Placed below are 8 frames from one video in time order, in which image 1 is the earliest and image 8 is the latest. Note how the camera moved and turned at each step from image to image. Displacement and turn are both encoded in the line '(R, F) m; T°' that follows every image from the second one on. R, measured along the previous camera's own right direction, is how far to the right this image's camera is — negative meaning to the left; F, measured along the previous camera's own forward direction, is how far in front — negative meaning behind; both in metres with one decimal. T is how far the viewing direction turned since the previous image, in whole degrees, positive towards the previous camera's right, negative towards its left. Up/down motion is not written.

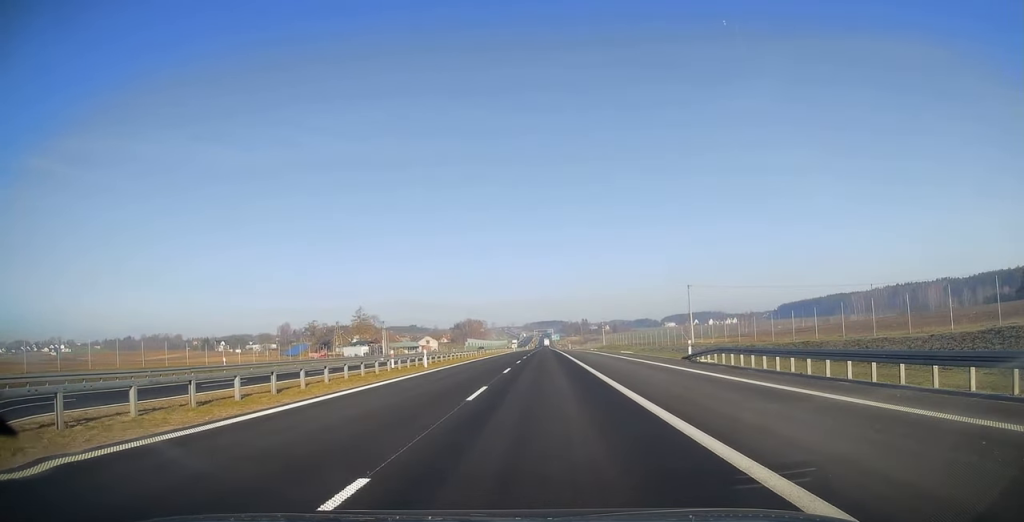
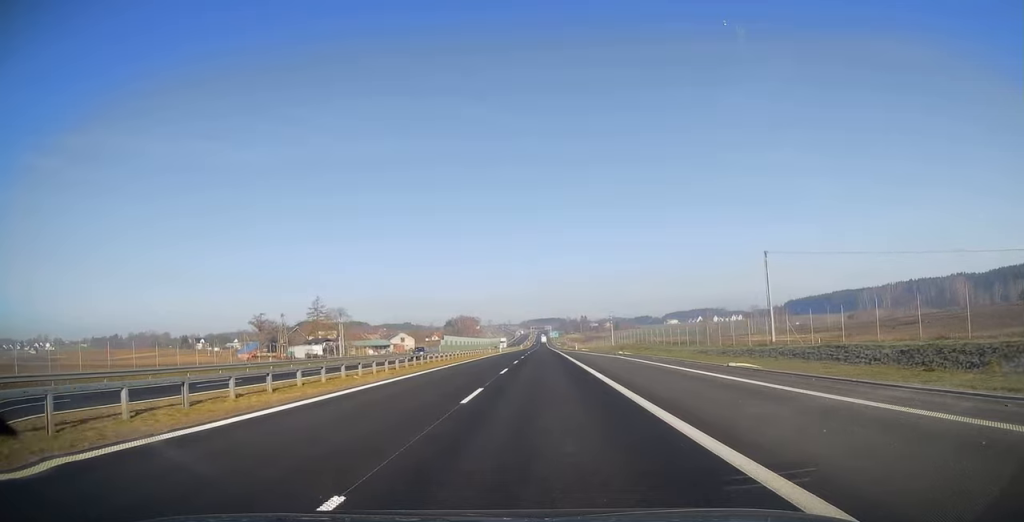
(+0.4, +36.1) m; 0°
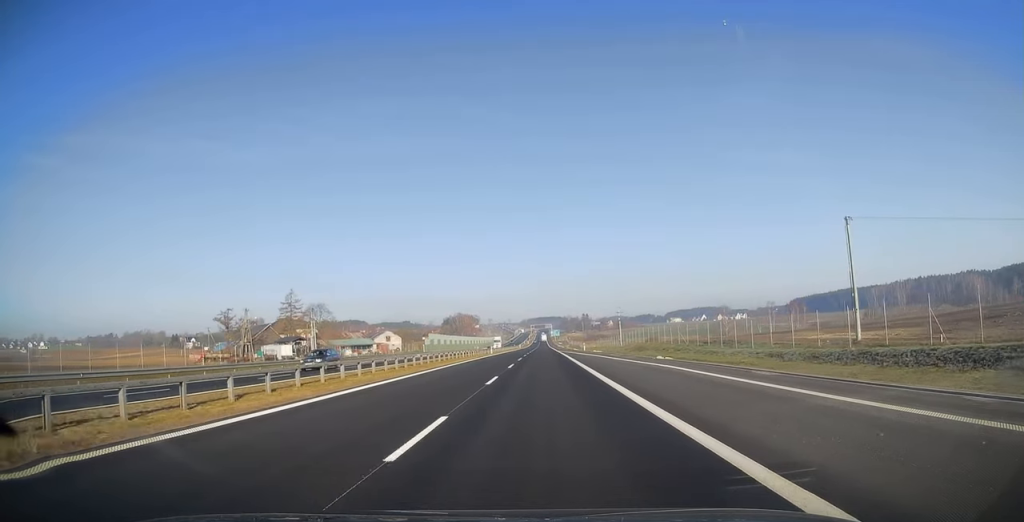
(-0.3, +18.1) m; 0°
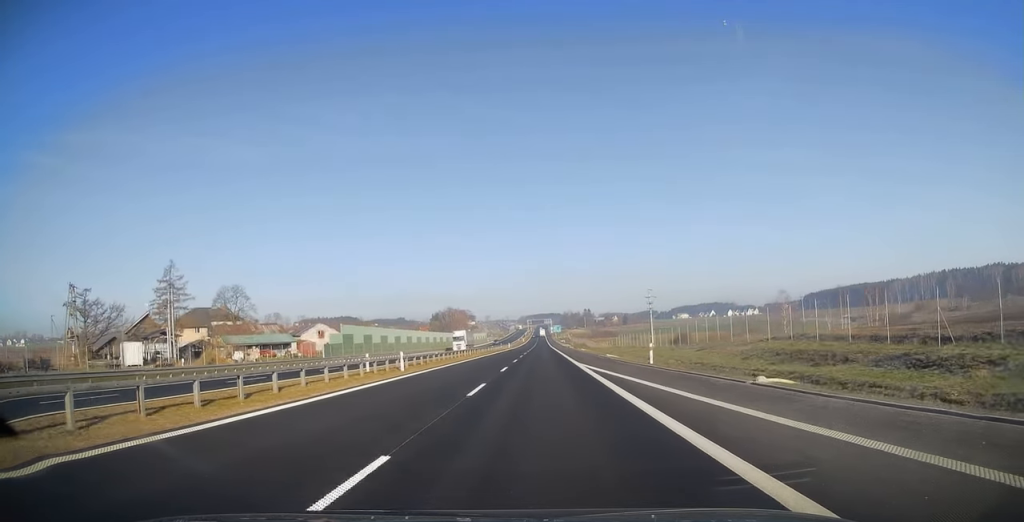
(0.0, +50.7) m; 0°
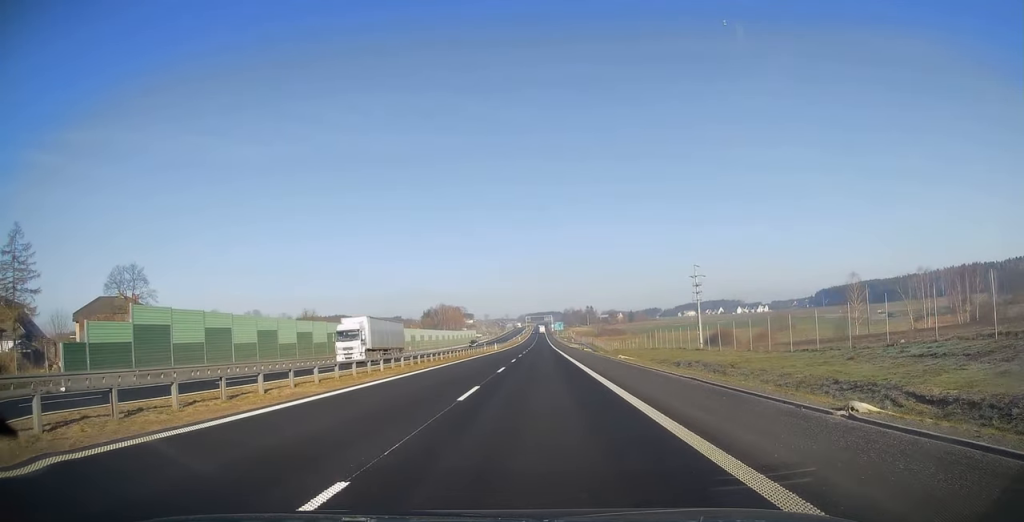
(0.0, +36.7) m; 0°
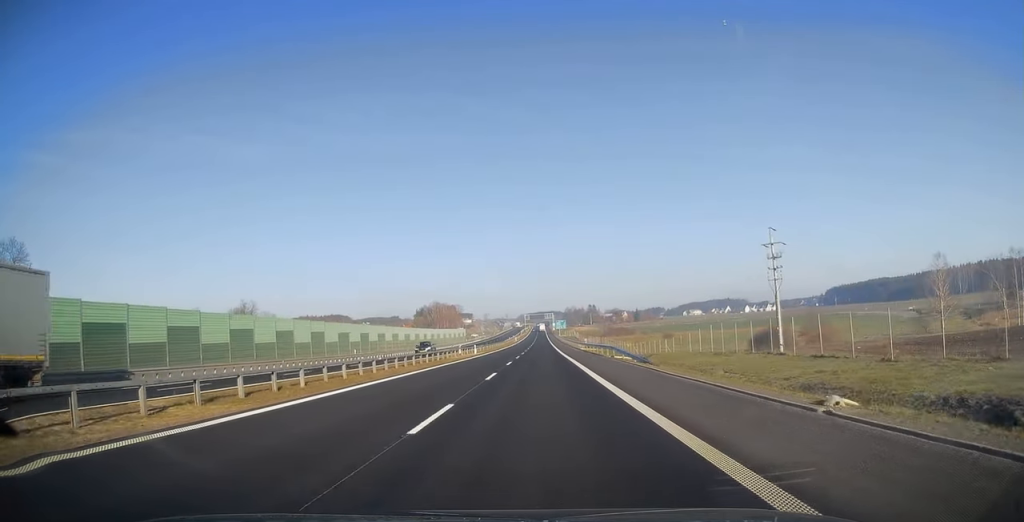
(+0.1, +28.5) m; 0°
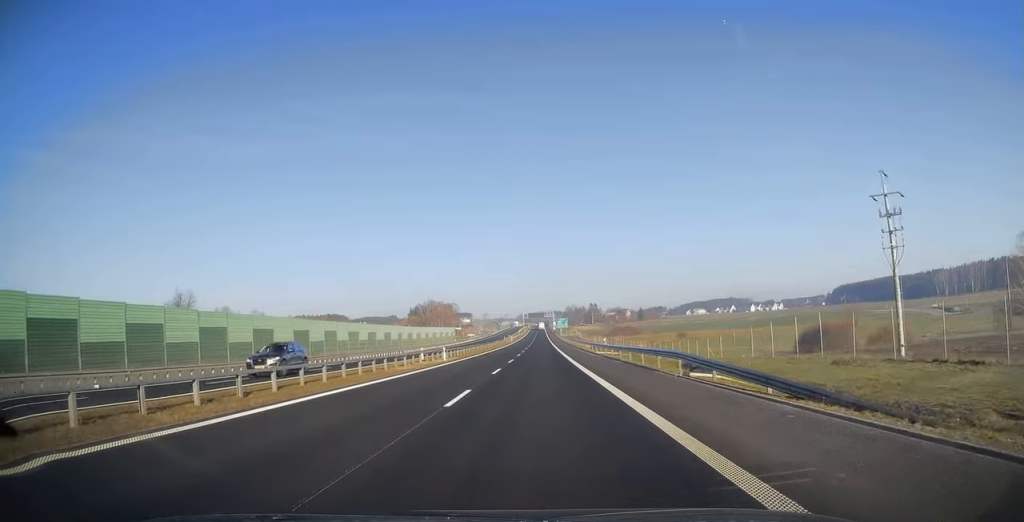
(+0.1, +20.2) m; 0°
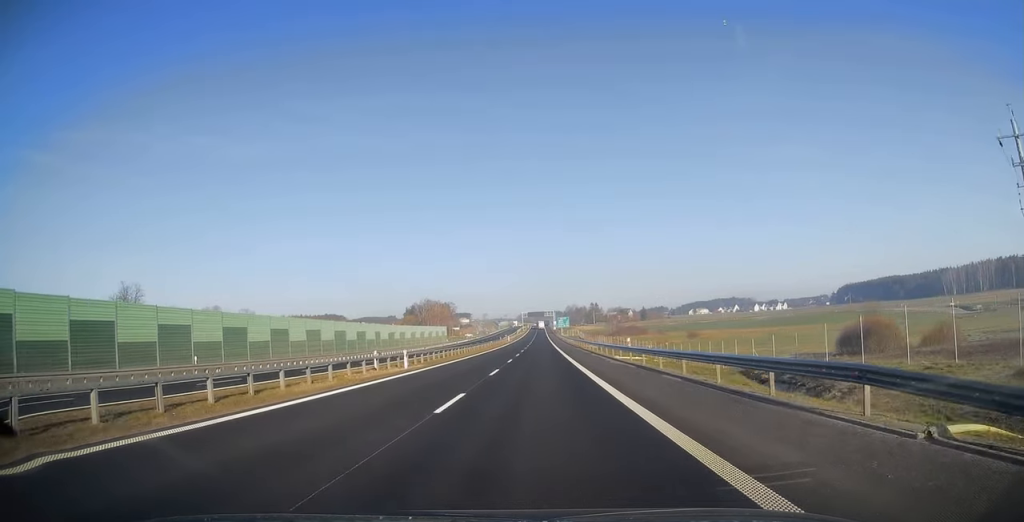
(-0.2, +12.8) m; 0°
